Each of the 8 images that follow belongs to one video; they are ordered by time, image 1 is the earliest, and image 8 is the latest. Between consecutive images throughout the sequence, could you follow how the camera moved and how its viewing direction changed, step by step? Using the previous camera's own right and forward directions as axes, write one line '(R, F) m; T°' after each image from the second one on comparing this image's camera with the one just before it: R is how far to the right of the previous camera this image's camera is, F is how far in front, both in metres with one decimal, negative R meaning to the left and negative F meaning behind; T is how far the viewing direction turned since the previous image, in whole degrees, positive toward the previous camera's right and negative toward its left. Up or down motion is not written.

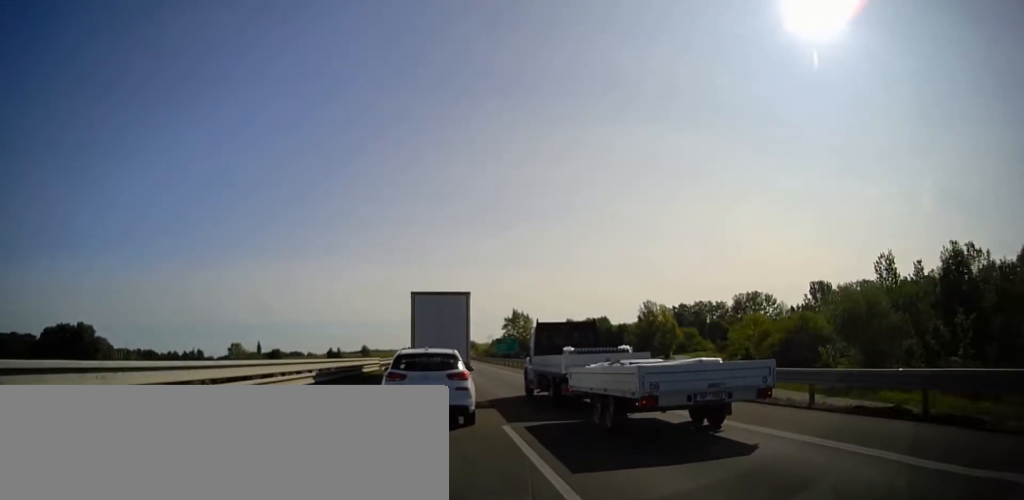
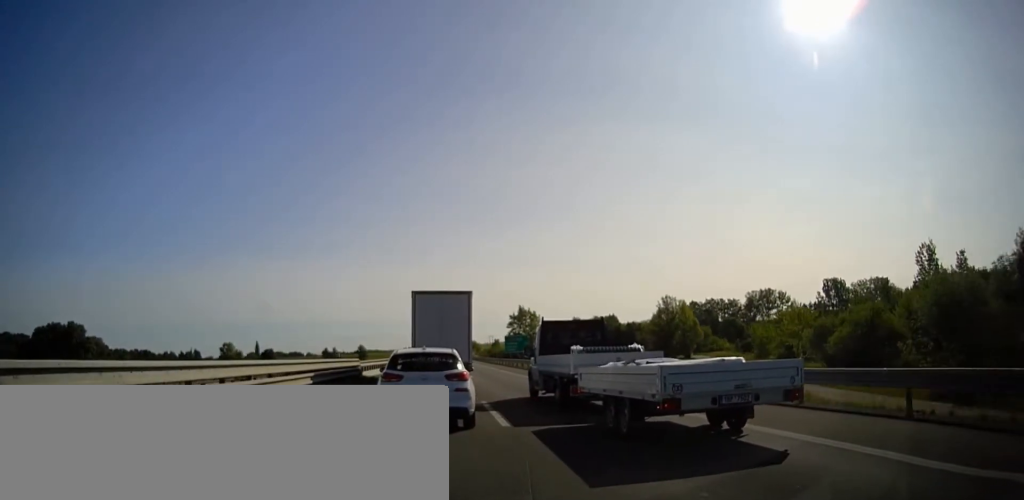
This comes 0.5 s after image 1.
(0.0, +11.4) m; 0°
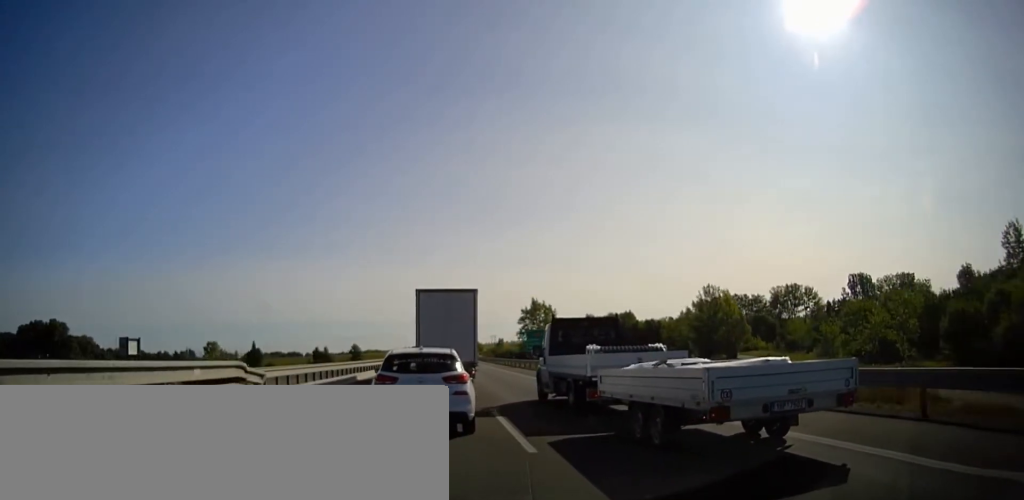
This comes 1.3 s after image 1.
(-0.2, +20.1) m; 0°
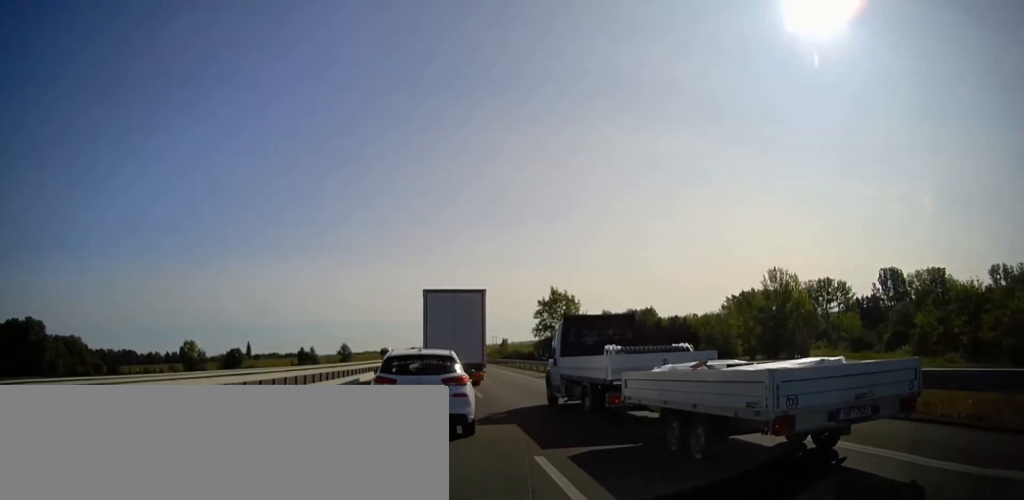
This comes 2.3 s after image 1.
(+0.1, +23.3) m; 0°
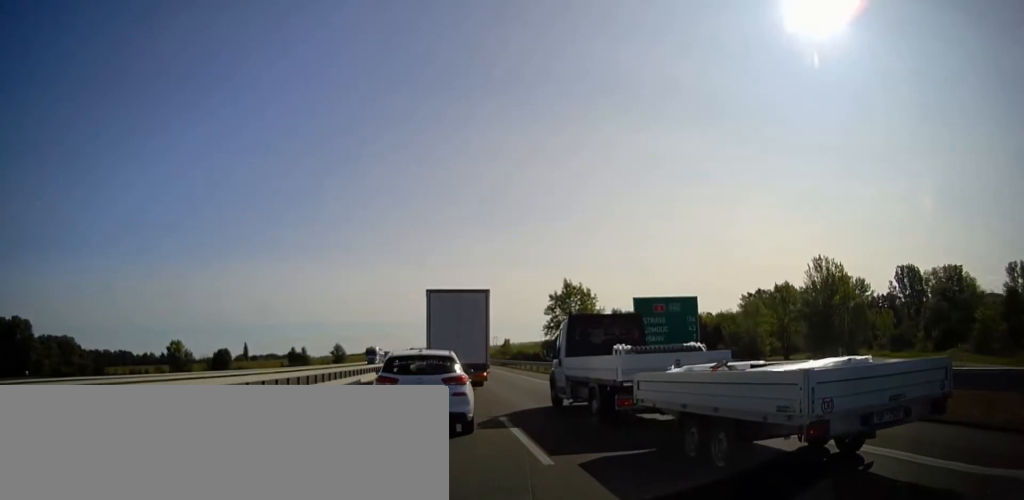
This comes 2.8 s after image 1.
(0.0, +12.2) m; 0°
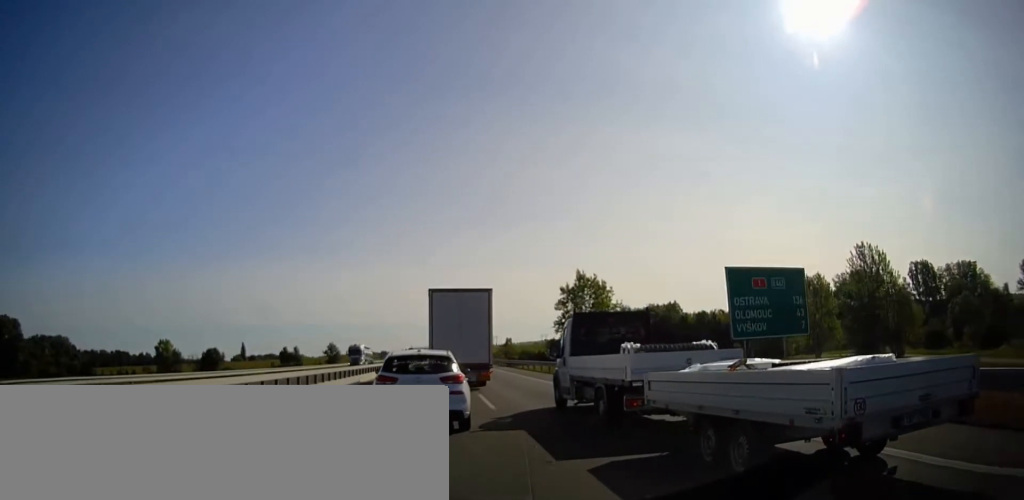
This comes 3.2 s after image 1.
(0.0, +9.8) m; 0°
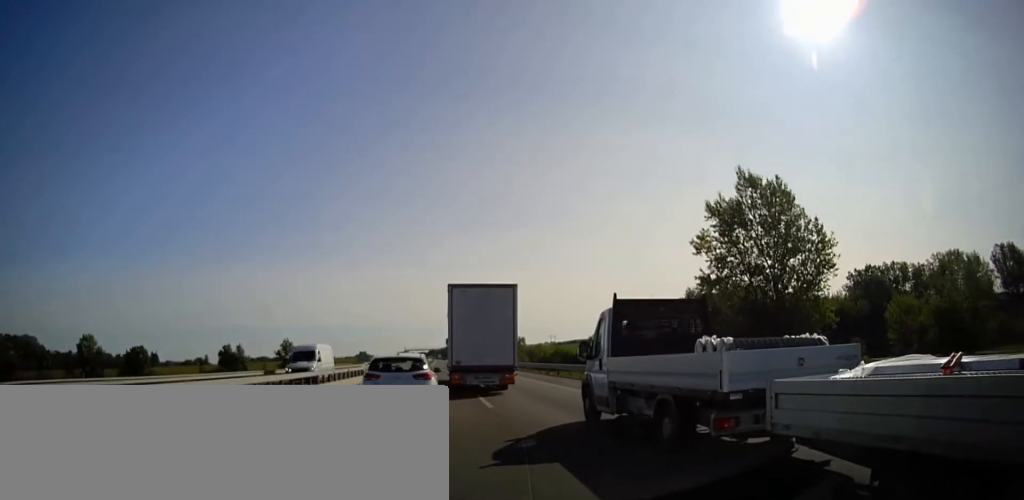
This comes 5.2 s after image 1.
(0.0, +51.7) m; 0°
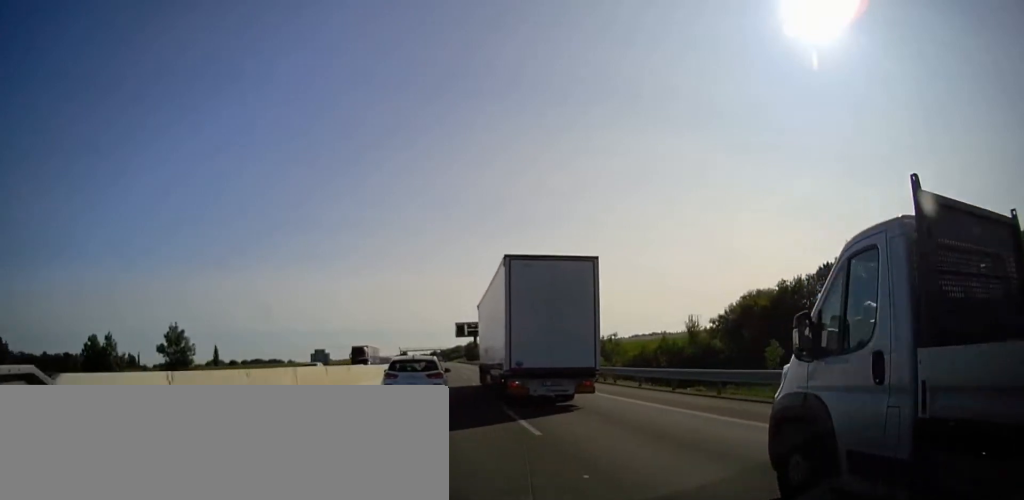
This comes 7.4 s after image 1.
(-0.4, +59.1) m; -1°
